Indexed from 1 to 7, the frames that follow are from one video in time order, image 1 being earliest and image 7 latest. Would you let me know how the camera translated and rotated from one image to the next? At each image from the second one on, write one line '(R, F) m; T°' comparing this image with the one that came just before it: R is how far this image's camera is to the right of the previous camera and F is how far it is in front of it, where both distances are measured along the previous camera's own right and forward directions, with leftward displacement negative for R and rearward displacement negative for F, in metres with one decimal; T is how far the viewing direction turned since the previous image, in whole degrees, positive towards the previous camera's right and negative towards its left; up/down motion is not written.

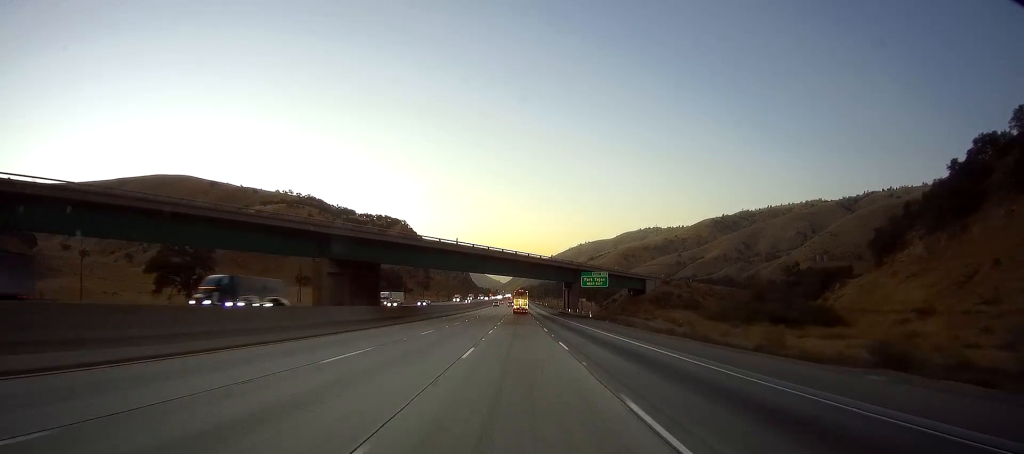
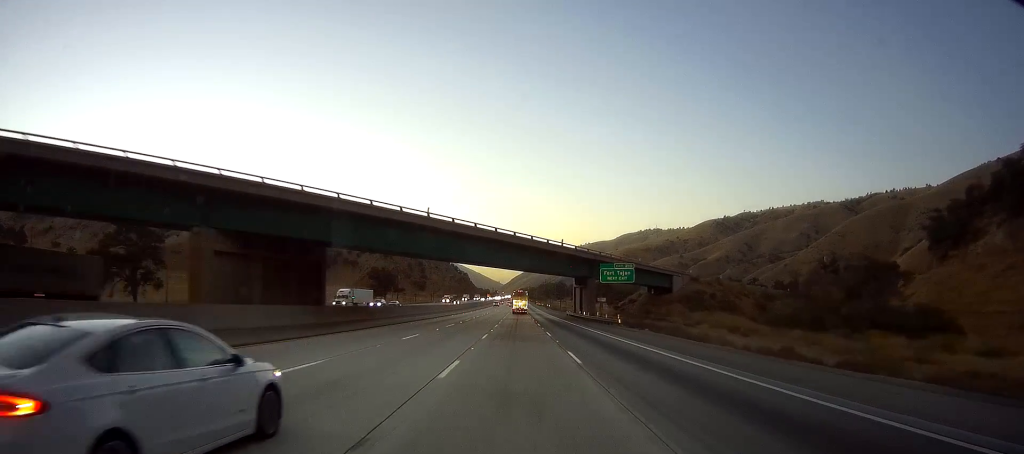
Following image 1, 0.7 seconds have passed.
(-0.2, +19.6) m; -1°
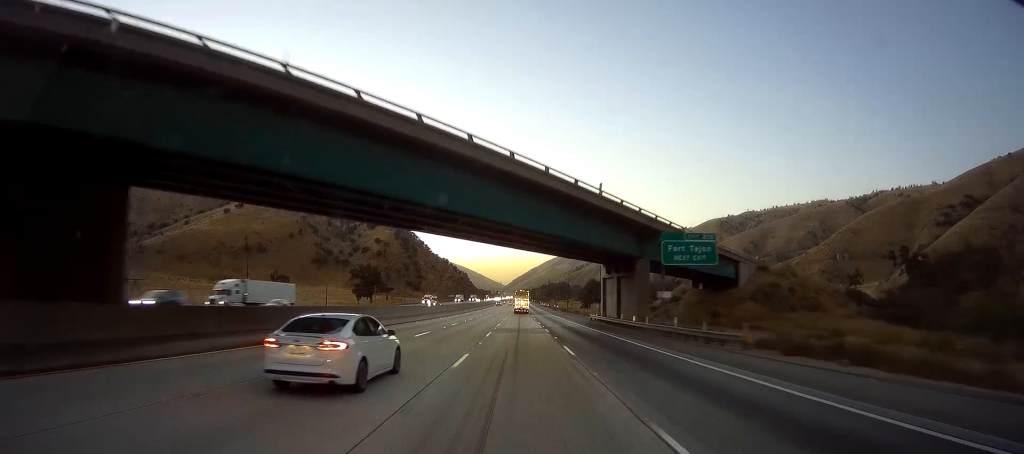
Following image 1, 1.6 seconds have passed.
(0.0, +27.4) m; +1°
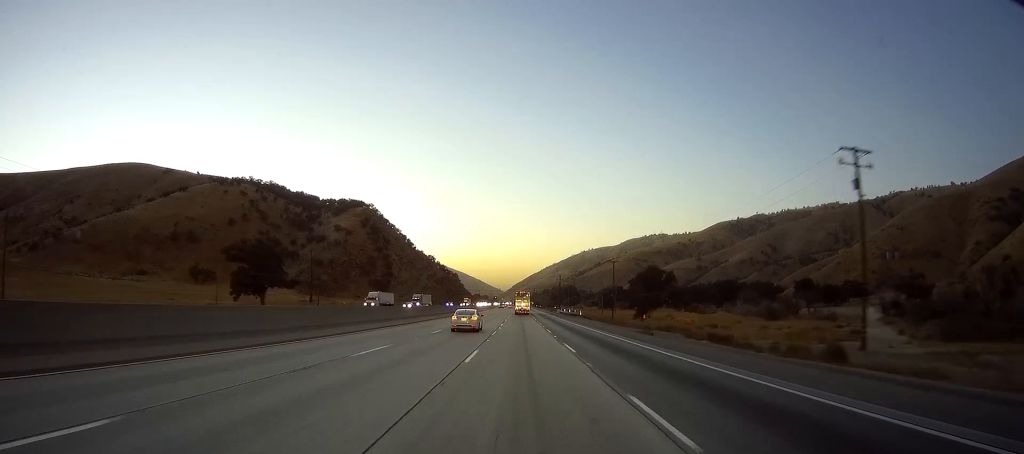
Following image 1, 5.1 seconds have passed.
(+0.5, +100.9) m; 0°
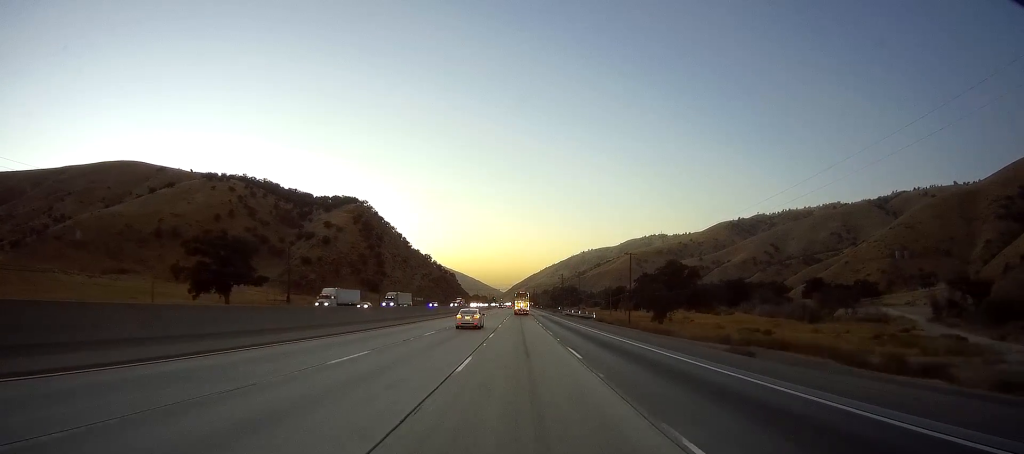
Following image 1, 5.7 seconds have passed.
(-0.3, +17.4) m; 0°
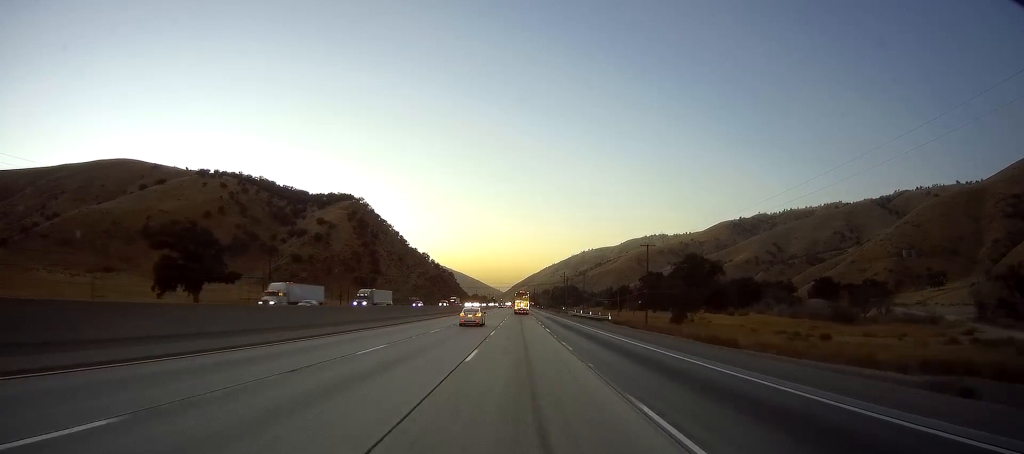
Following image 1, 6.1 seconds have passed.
(+0.1, +12.5) m; 0°
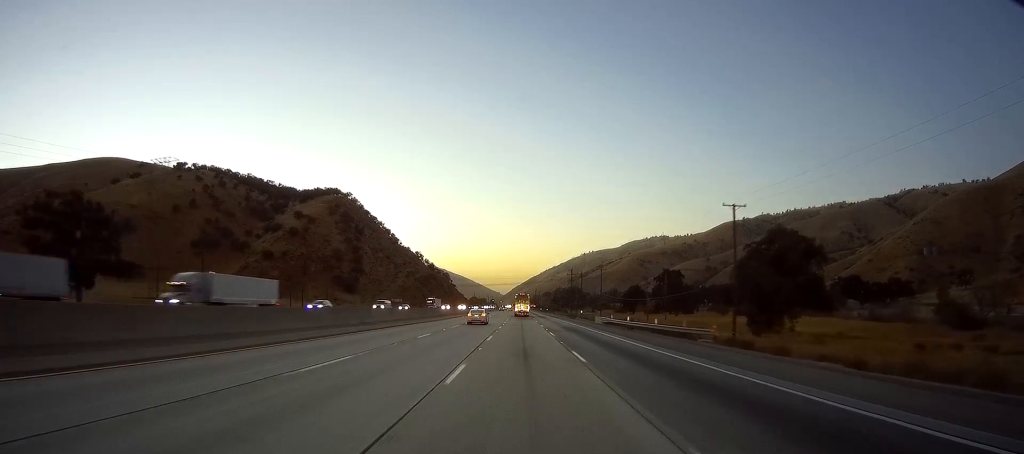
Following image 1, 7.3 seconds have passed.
(+0.1, +33.9) m; 0°
